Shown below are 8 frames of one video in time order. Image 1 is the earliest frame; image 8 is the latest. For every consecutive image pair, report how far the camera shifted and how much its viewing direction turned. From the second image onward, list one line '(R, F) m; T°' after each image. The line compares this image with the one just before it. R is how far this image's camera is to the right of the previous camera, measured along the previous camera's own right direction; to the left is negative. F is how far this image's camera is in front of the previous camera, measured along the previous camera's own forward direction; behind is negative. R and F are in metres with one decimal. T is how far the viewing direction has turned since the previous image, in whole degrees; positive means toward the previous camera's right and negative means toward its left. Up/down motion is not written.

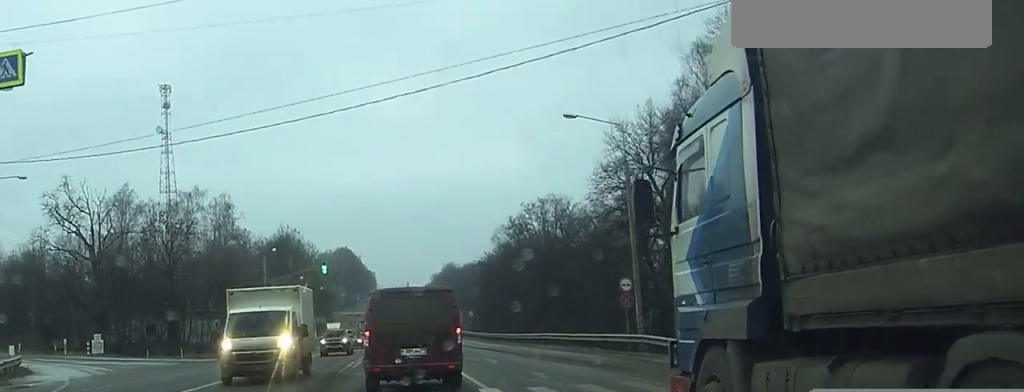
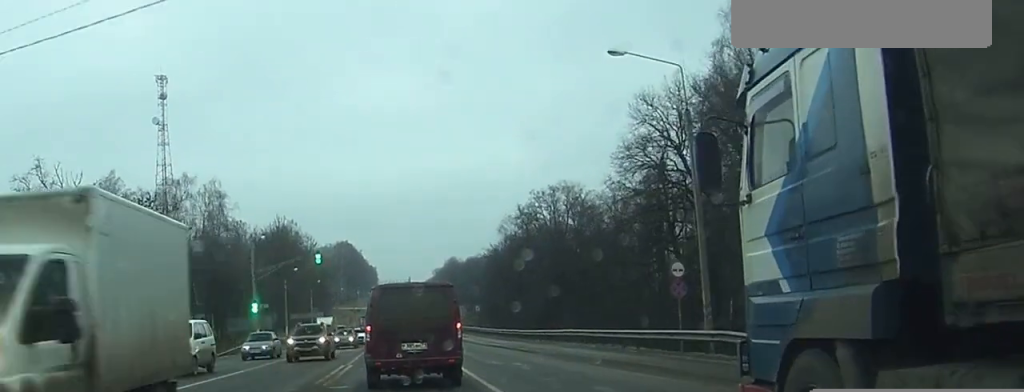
(0.0, +8.2) m; 0°
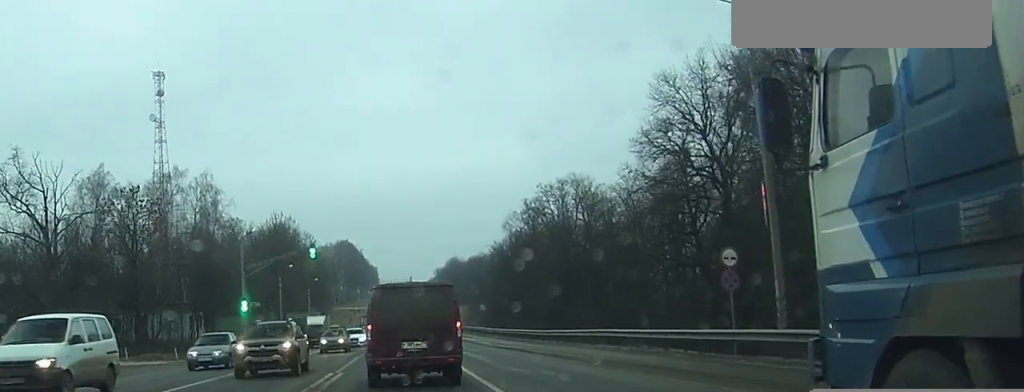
(0.0, +5.7) m; 0°
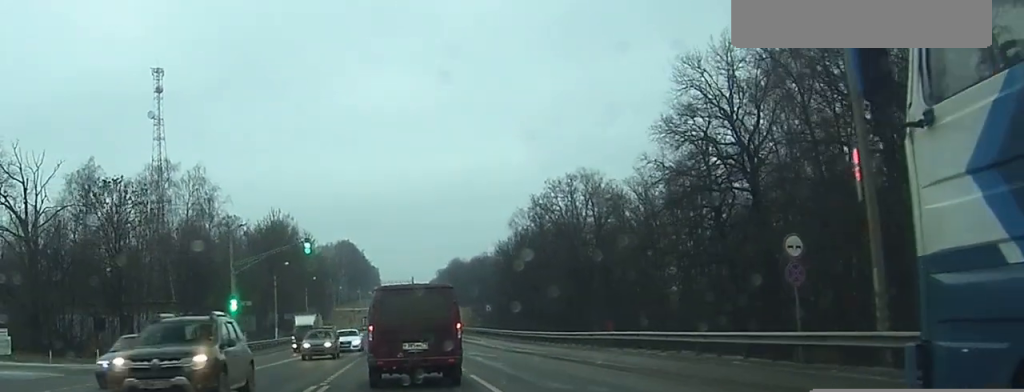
(0.0, +5.2) m; 0°
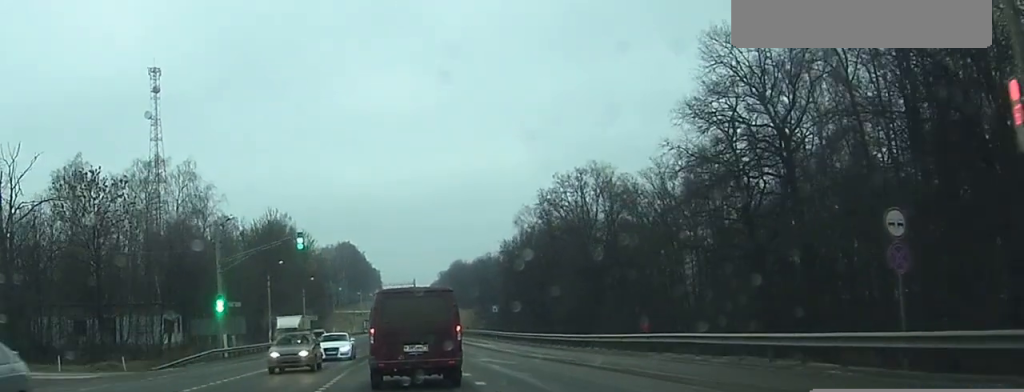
(0.0, +5.6) m; 0°
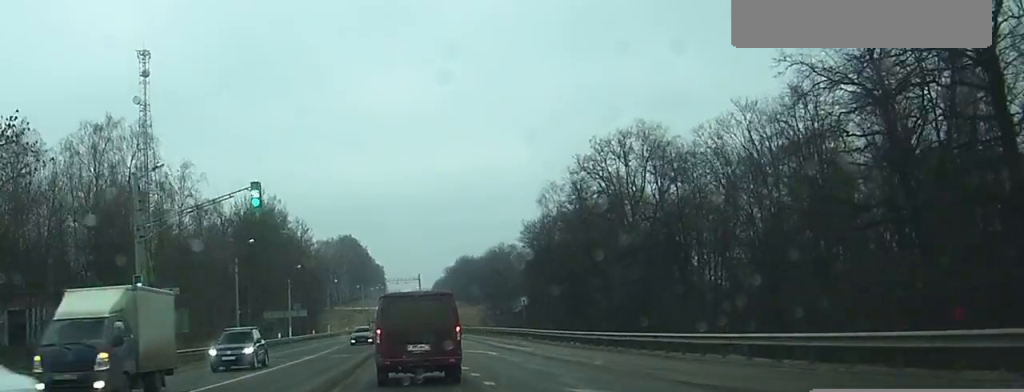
(-0.2, +20.3) m; -1°
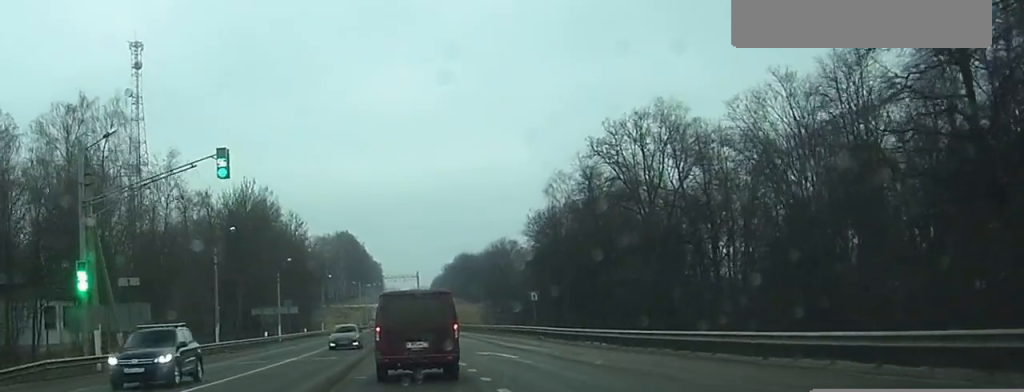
(0.0, +7.2) m; 0°
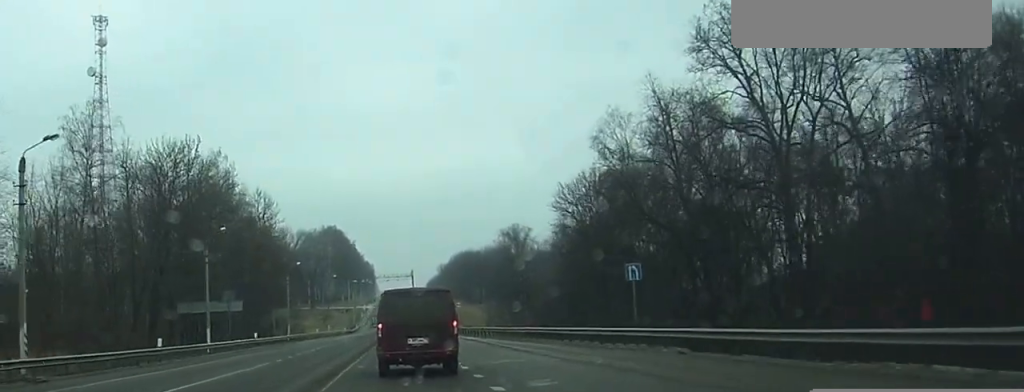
(+0.2, +32.3) m; +1°
